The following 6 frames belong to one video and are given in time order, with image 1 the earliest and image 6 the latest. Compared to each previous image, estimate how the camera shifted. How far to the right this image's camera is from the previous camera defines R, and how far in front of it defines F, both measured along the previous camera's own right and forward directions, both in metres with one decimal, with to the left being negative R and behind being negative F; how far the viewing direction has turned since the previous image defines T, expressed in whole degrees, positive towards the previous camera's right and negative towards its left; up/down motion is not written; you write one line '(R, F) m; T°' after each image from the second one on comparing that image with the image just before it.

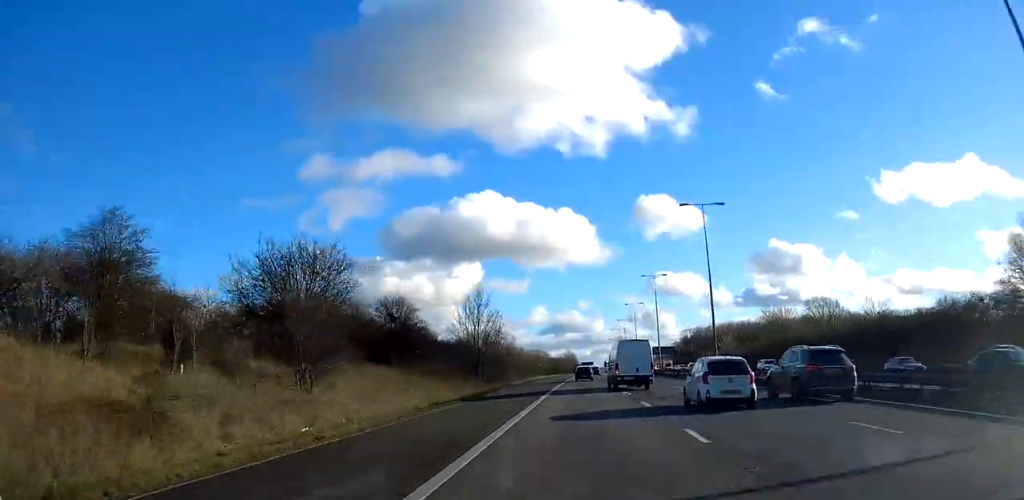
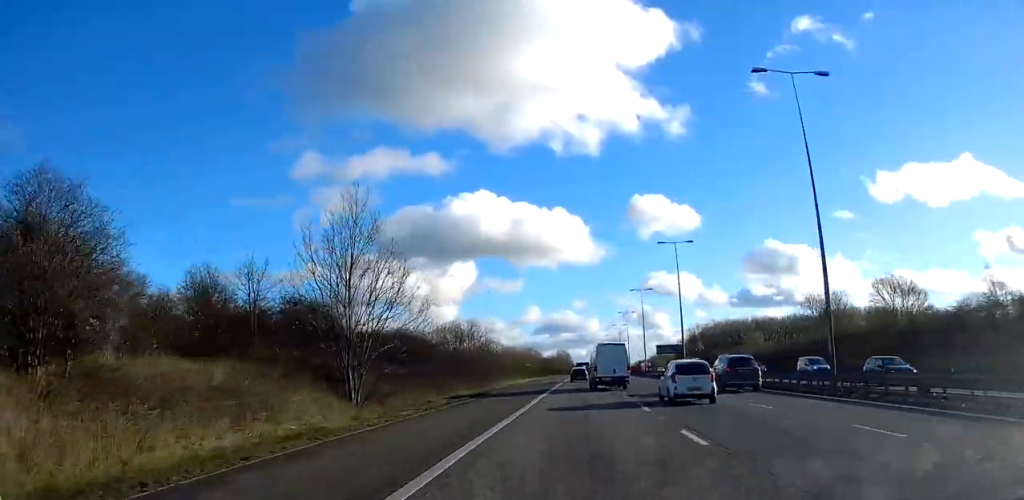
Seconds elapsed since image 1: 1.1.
(0.0, +28.2) m; 0°
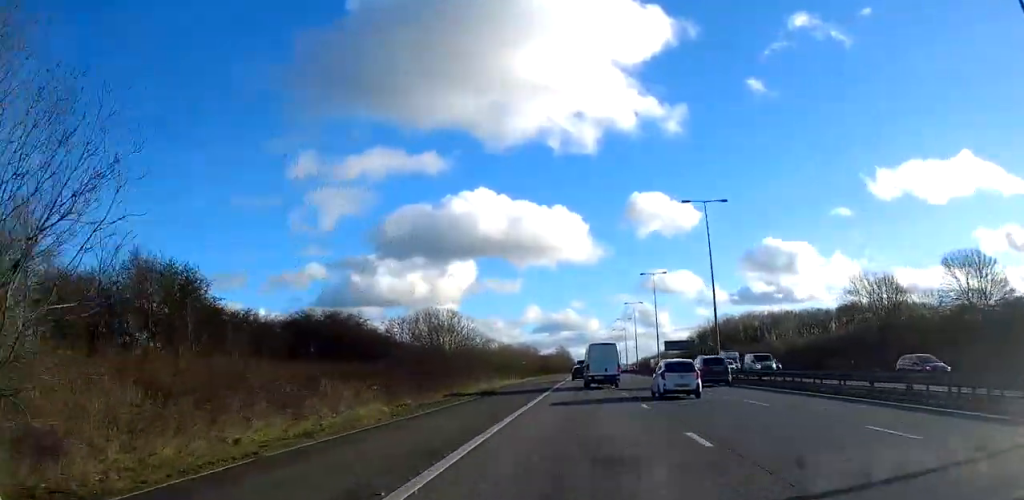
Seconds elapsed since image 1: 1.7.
(0.0, +17.6) m; 0°
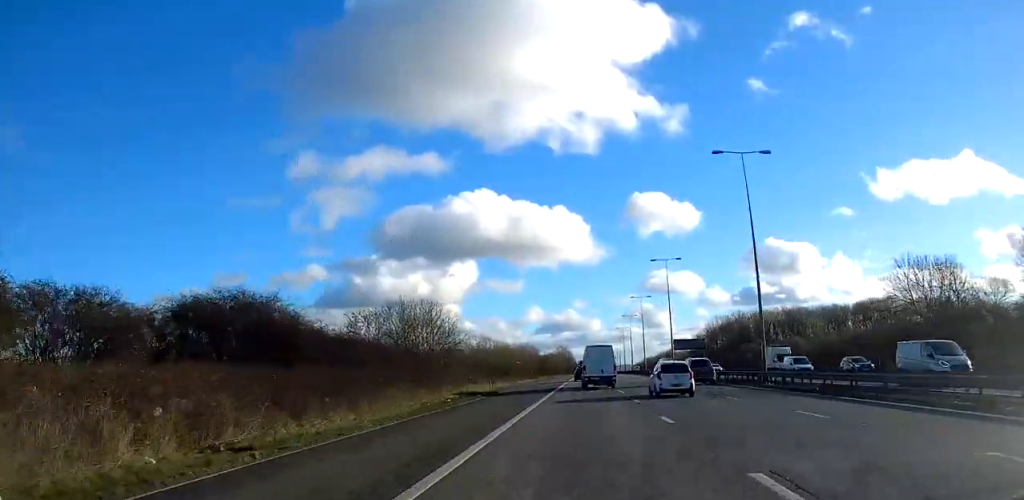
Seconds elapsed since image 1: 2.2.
(0.0, +13.2) m; 0°
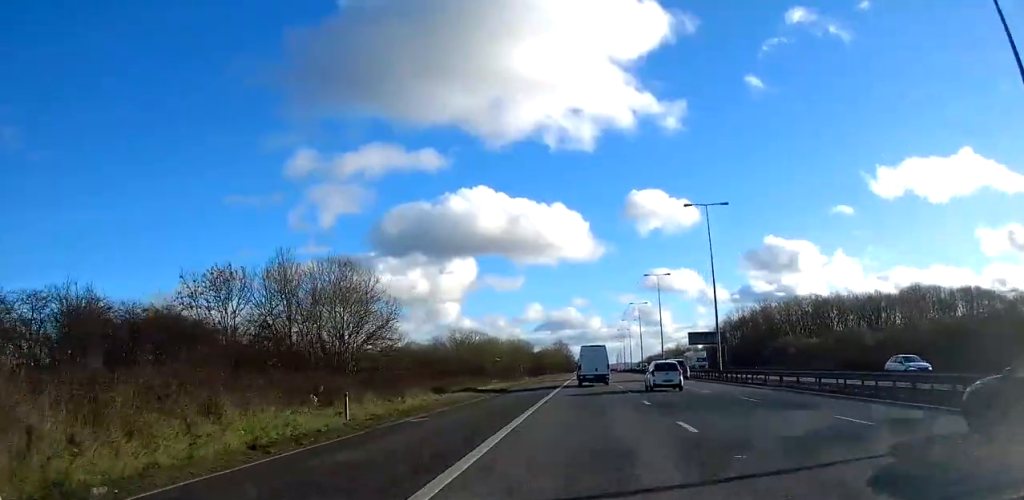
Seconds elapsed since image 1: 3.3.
(0.0, +29.1) m; 0°
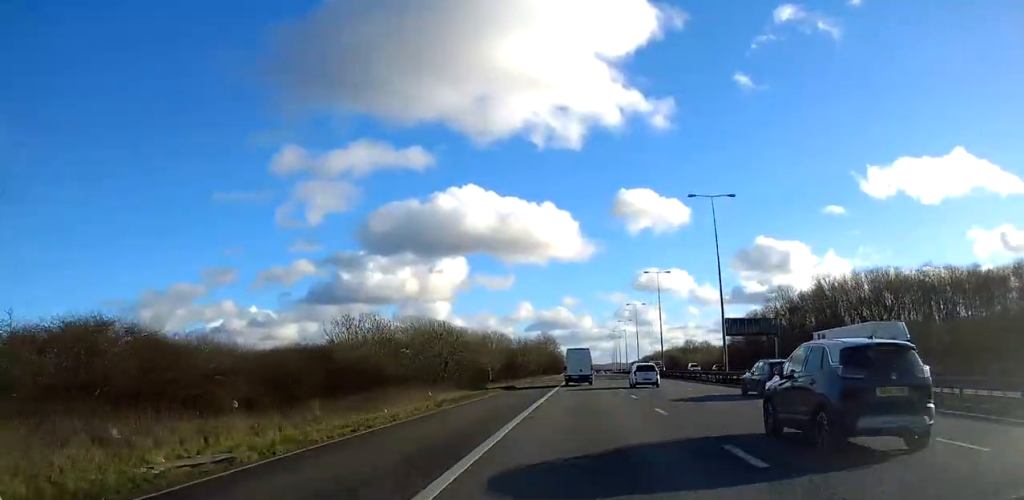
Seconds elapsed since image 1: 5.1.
(+0.5, +47.7) m; +1°
